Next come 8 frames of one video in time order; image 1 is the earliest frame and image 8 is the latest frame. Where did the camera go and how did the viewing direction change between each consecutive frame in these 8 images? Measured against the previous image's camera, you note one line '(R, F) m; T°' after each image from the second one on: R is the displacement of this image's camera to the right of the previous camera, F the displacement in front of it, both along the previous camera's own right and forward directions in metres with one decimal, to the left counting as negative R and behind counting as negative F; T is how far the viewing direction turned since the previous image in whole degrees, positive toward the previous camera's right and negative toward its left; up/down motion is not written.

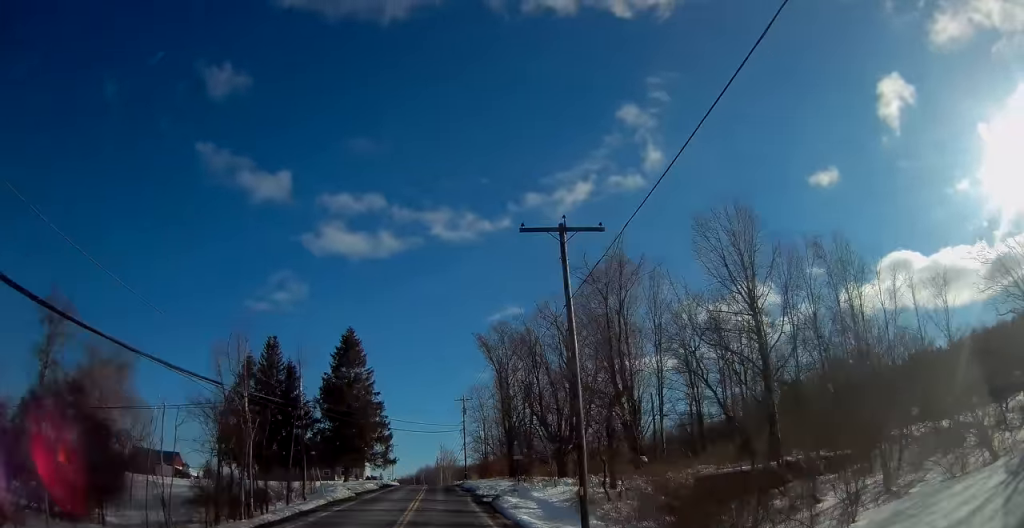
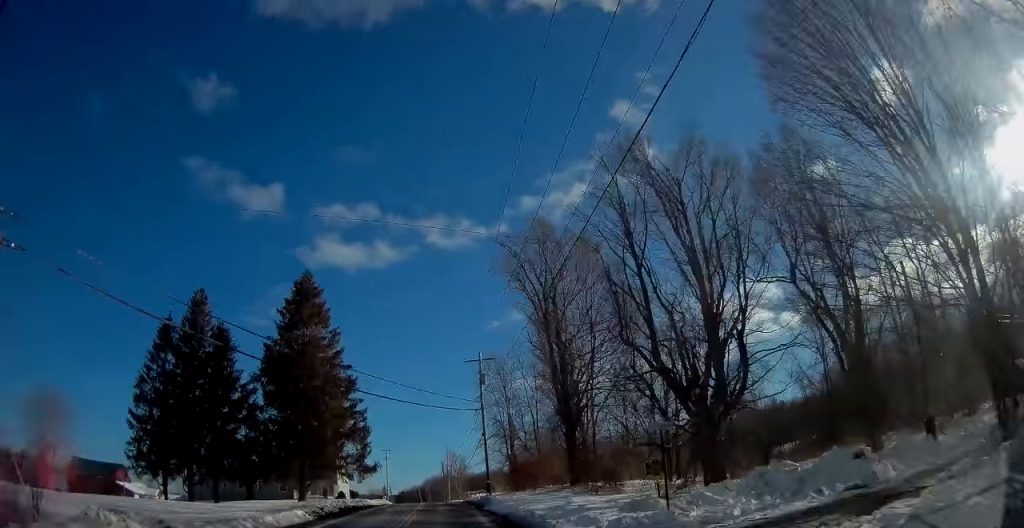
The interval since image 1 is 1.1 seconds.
(0.0, +30.8) m; 0°
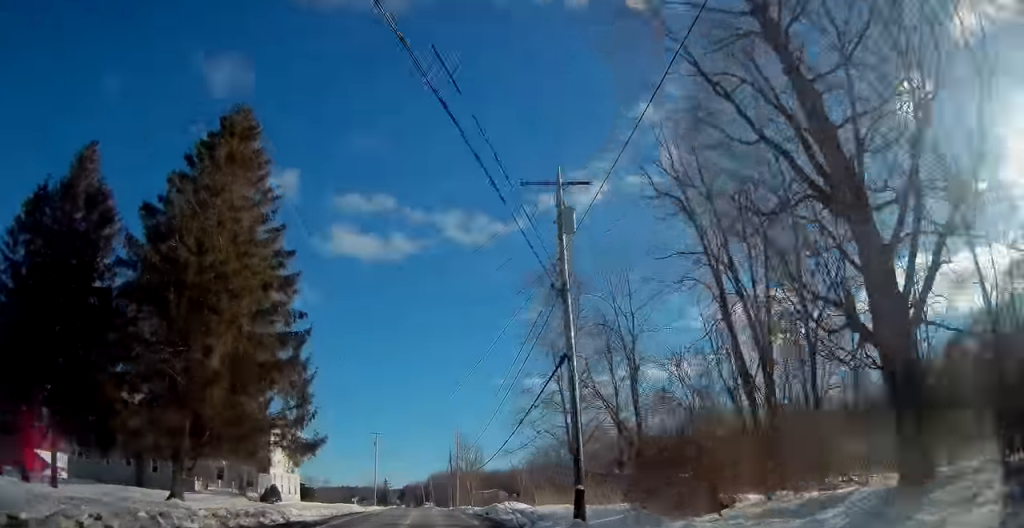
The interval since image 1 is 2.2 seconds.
(-0.2, +29.0) m; -1°
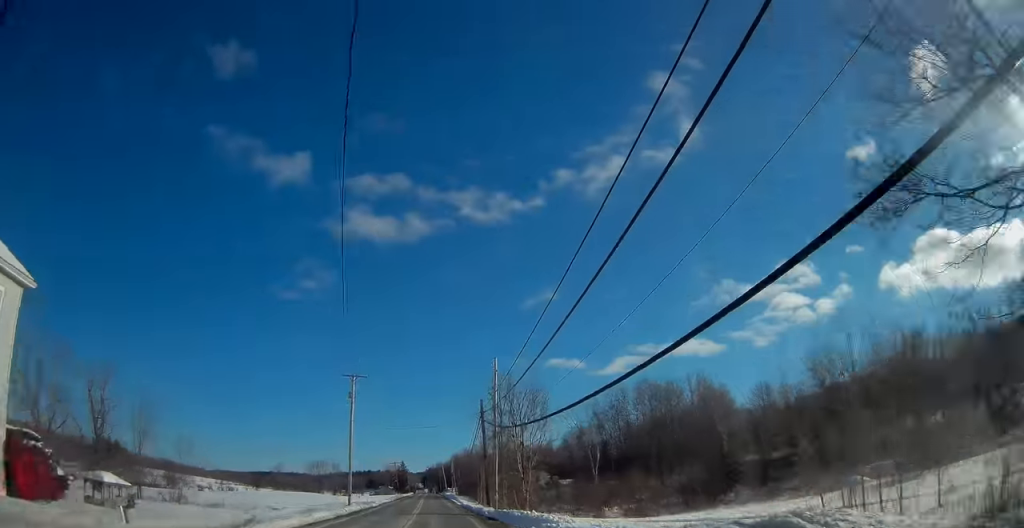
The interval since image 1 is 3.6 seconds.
(-0.7, +37.1) m; -3°
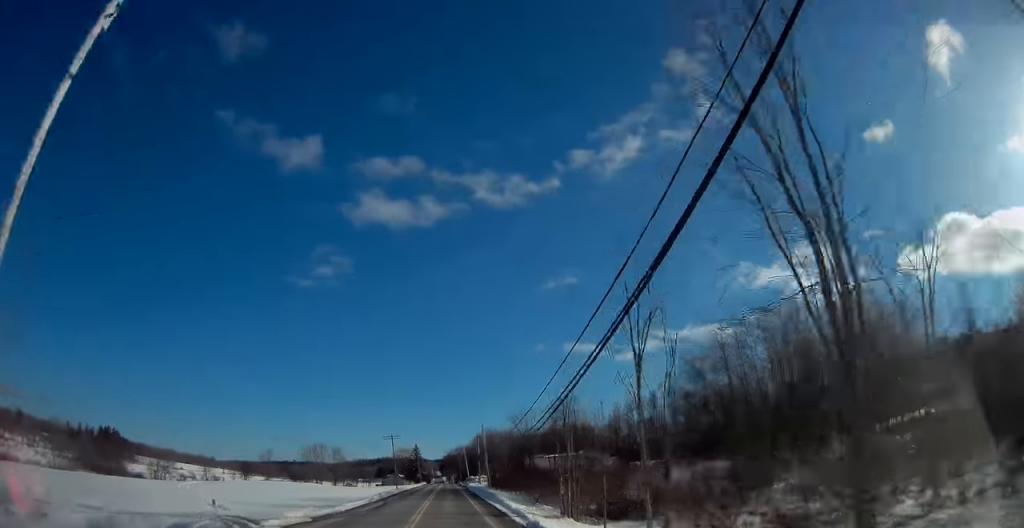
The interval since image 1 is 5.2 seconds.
(-0.9, +43.7) m; -1°
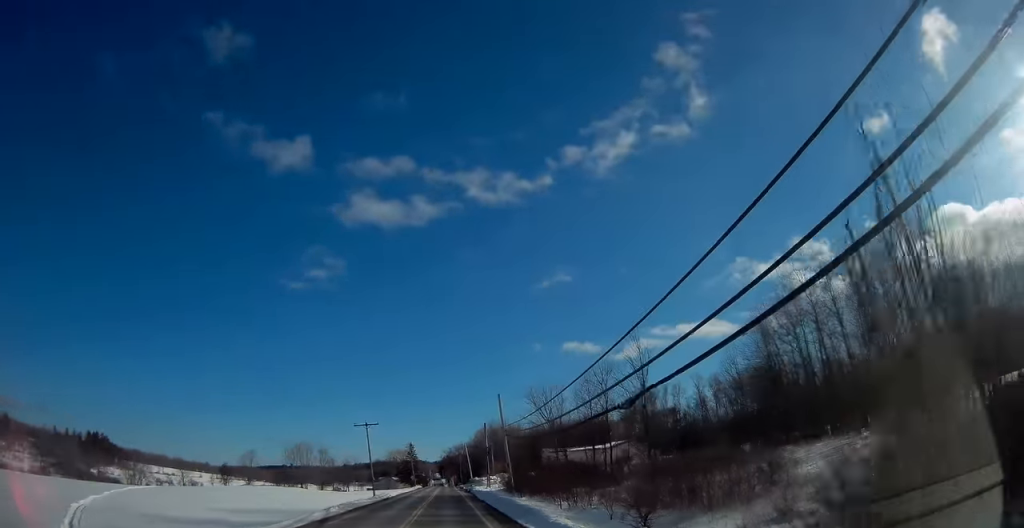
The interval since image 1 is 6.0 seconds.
(0.0, +24.0) m; 0°
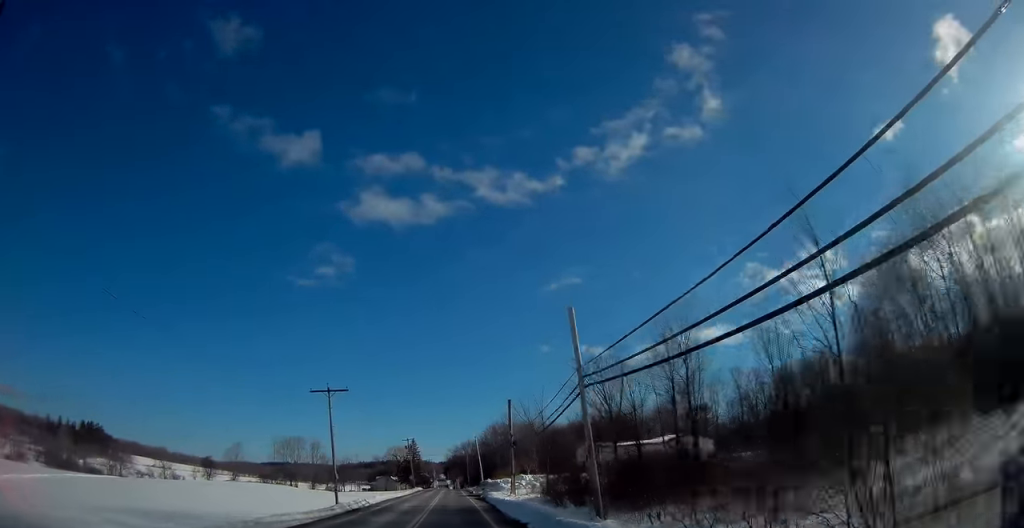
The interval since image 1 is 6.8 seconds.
(0.0, +21.4) m; 0°
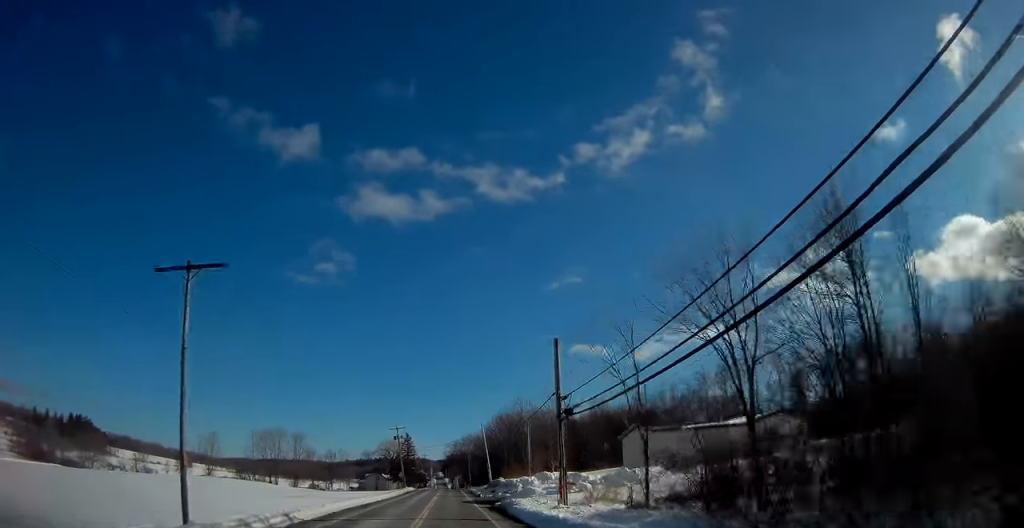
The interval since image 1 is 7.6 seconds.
(0.0, +21.5) m; 0°
